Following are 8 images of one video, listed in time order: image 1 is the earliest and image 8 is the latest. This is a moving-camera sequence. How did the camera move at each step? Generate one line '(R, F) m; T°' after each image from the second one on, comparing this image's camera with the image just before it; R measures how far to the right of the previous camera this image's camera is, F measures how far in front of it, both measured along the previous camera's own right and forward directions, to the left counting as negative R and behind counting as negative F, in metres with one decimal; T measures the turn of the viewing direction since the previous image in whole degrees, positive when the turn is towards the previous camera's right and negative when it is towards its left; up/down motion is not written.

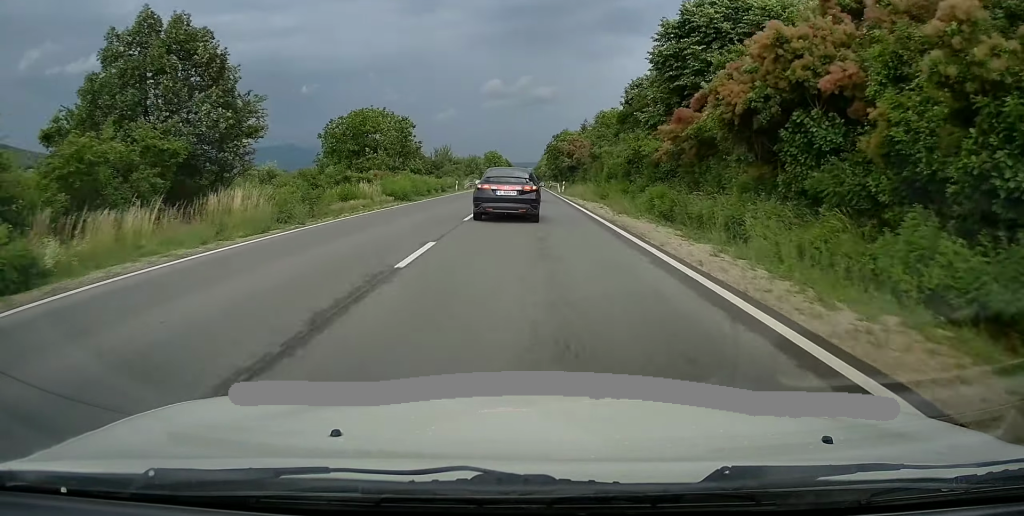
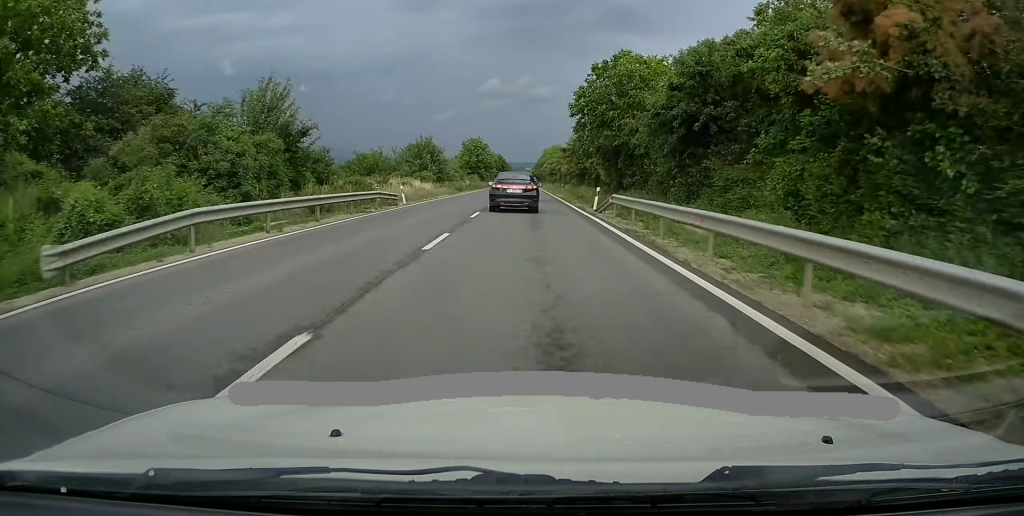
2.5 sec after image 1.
(+1.2, +60.3) m; 0°
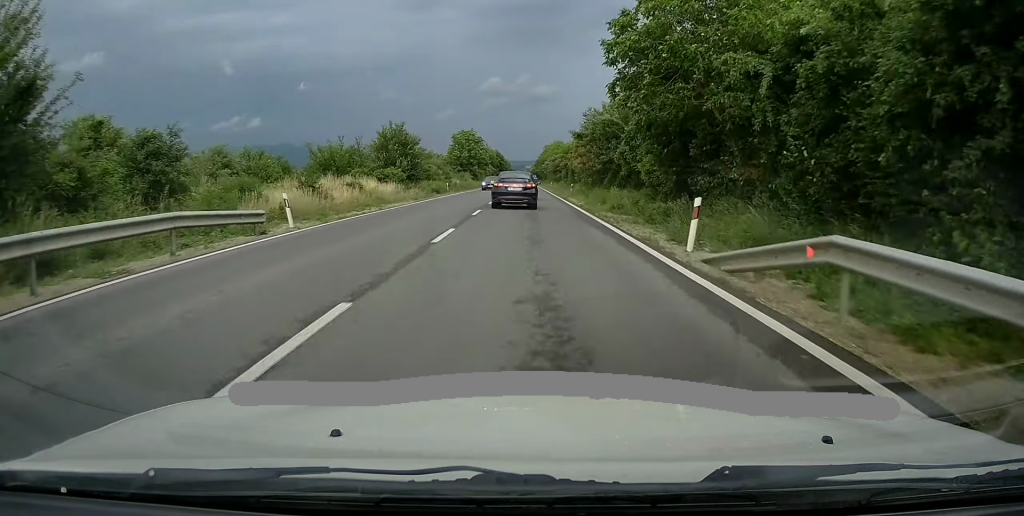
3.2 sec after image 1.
(-0.3, +16.9) m; 0°
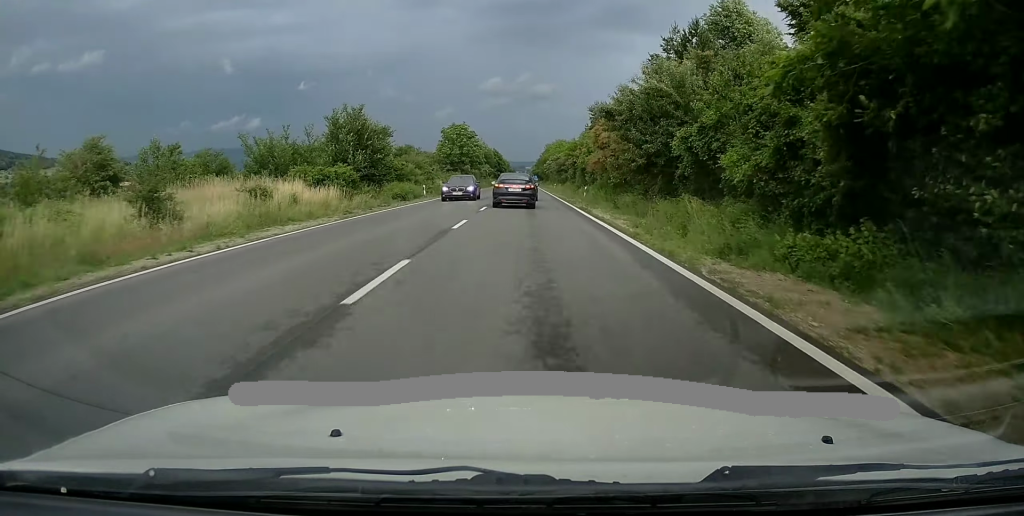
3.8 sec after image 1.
(0.0, +14.5) m; 0°
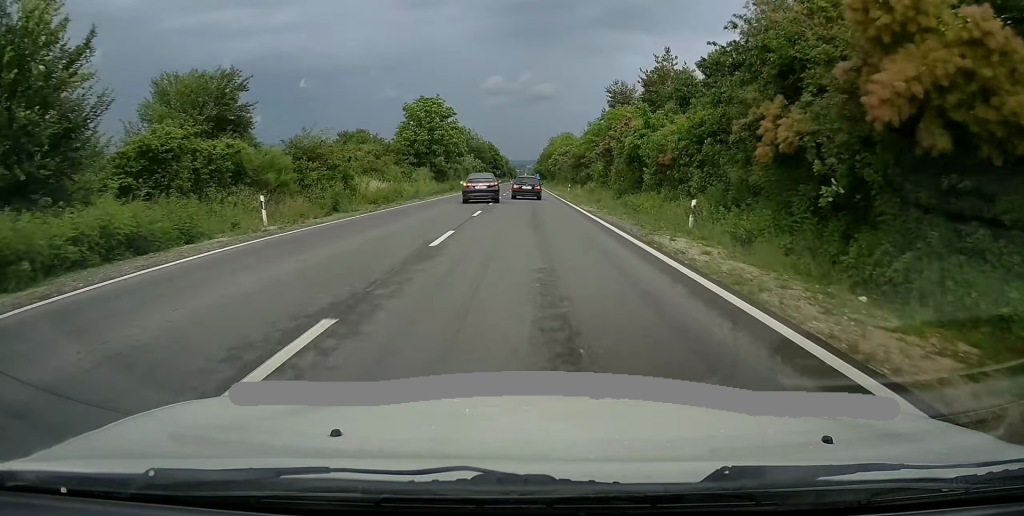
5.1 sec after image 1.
(+0.1, +30.9) m; 0°
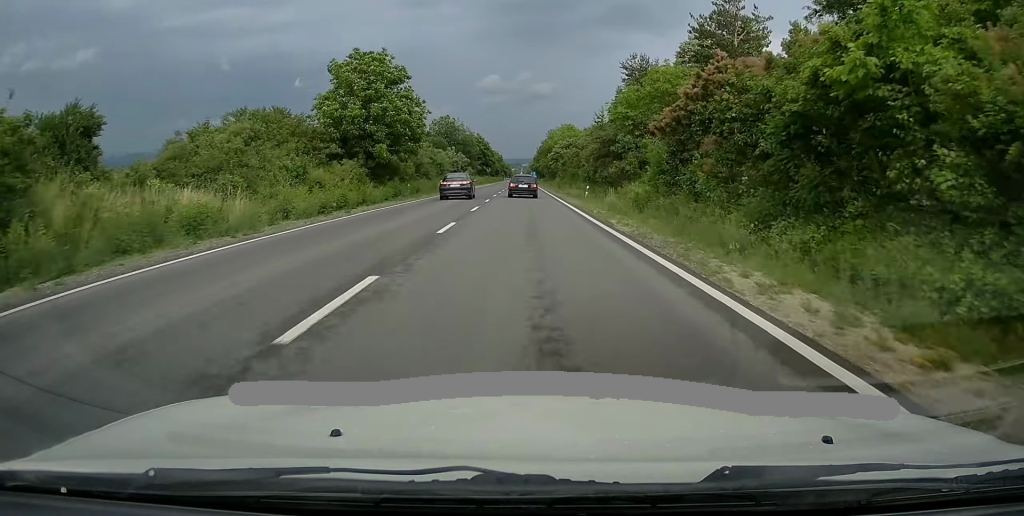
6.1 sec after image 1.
(0.0, +24.5) m; 0°
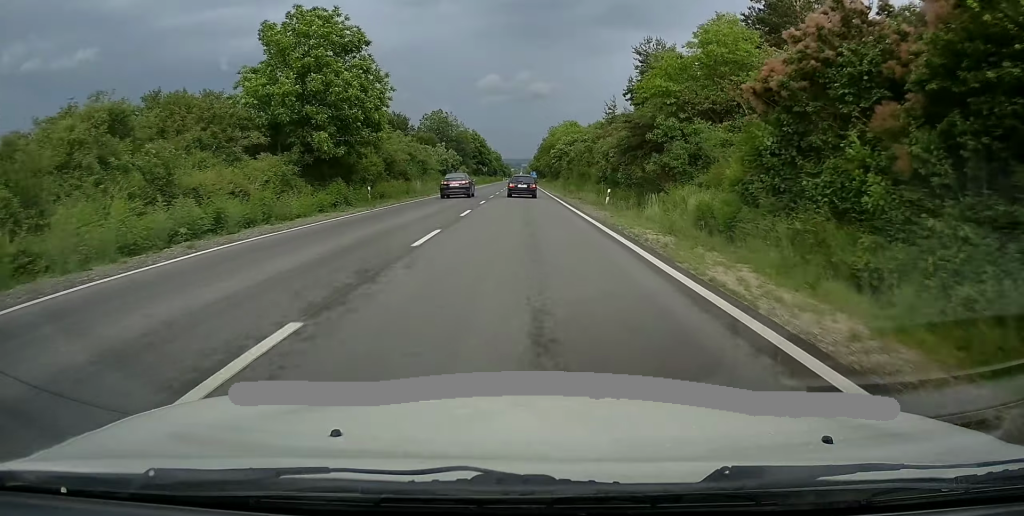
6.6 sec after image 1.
(+0.1, +11.4) m; 0°
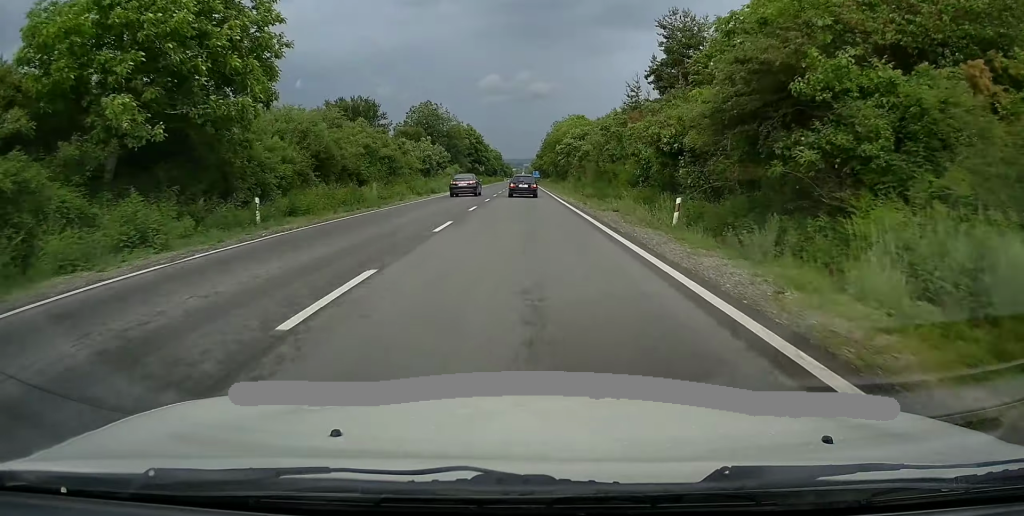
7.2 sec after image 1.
(+0.1, +14.8) m; 0°
